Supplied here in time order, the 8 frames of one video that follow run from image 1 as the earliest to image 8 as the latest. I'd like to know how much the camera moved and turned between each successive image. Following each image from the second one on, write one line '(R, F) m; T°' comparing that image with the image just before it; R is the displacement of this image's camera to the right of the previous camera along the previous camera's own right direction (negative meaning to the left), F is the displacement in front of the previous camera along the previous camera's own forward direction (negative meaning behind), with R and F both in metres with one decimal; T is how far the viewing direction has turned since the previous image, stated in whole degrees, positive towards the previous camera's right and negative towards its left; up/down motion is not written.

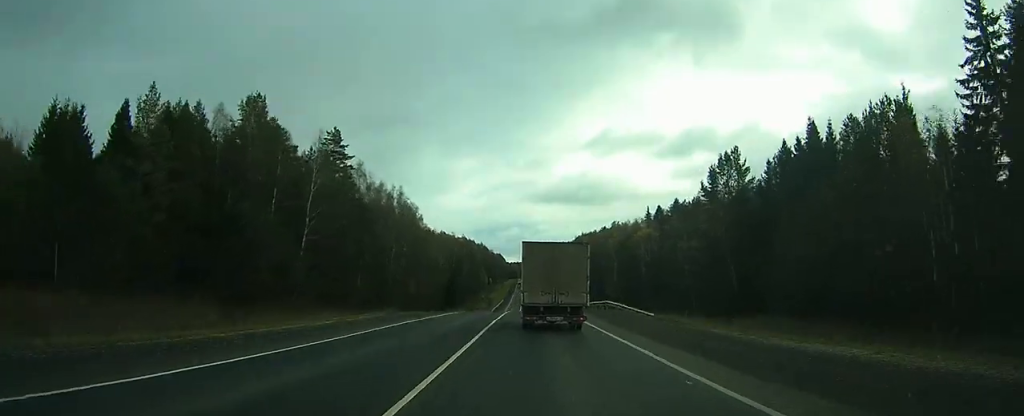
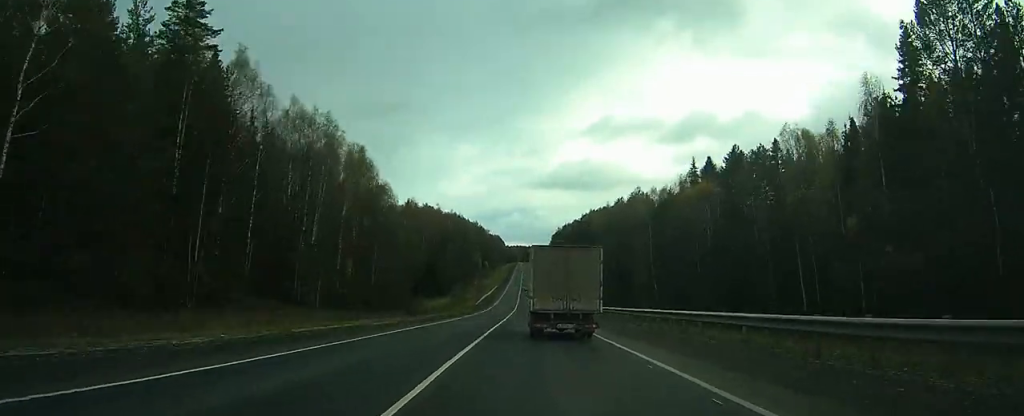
(0.0, +44.3) m; 0°
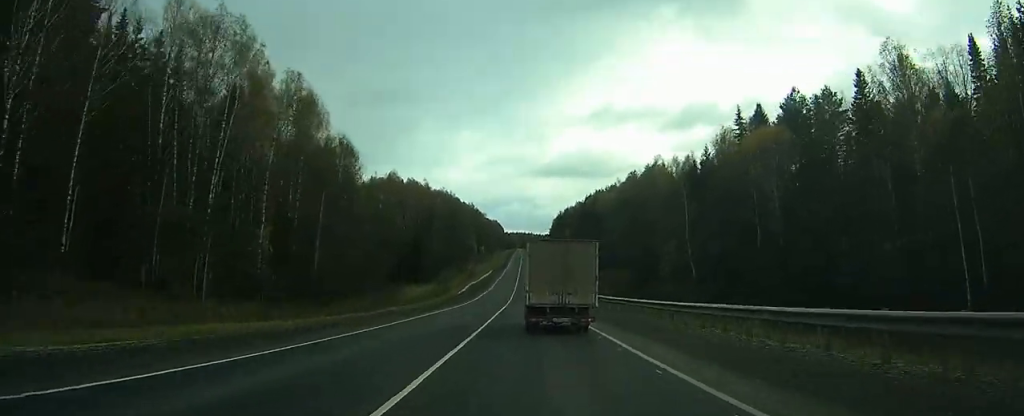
(0.0, +26.5) m; 0°
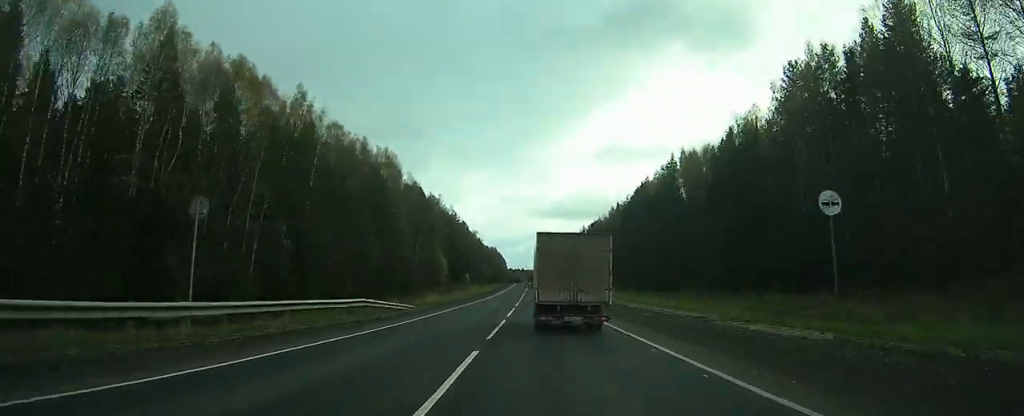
(-0.7, +110.1) m; 0°
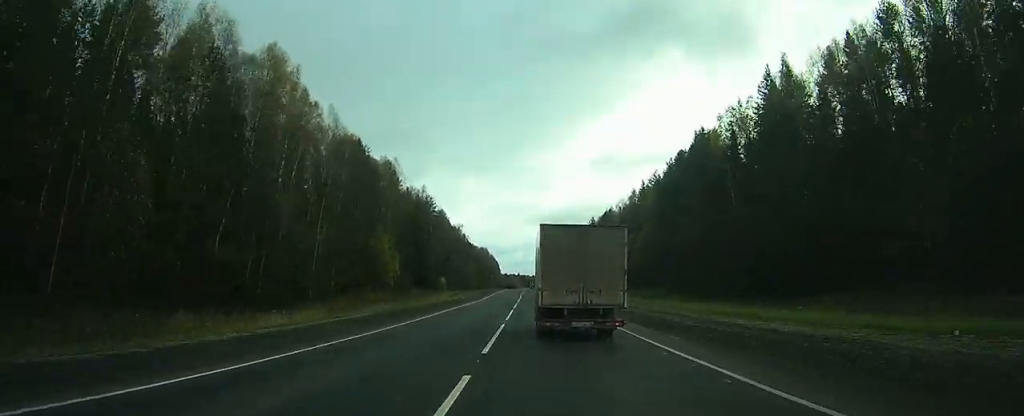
(+0.1, +48.1) m; 0°
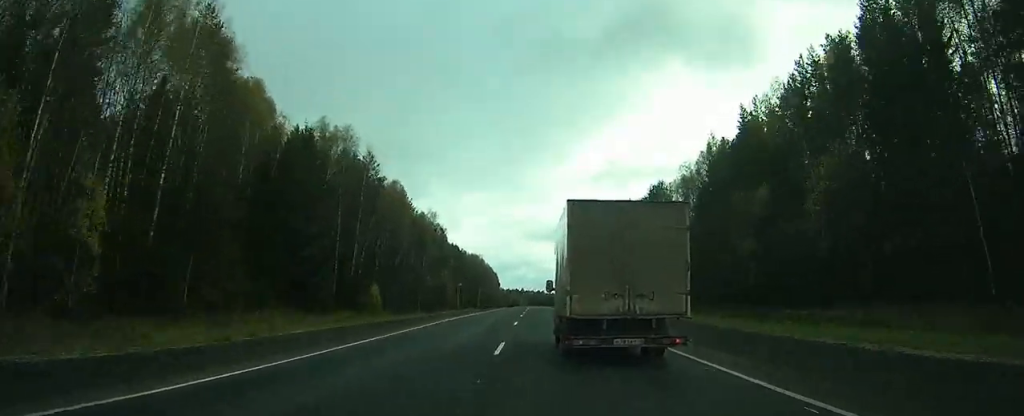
(+0.4, +67.0) m; 0°
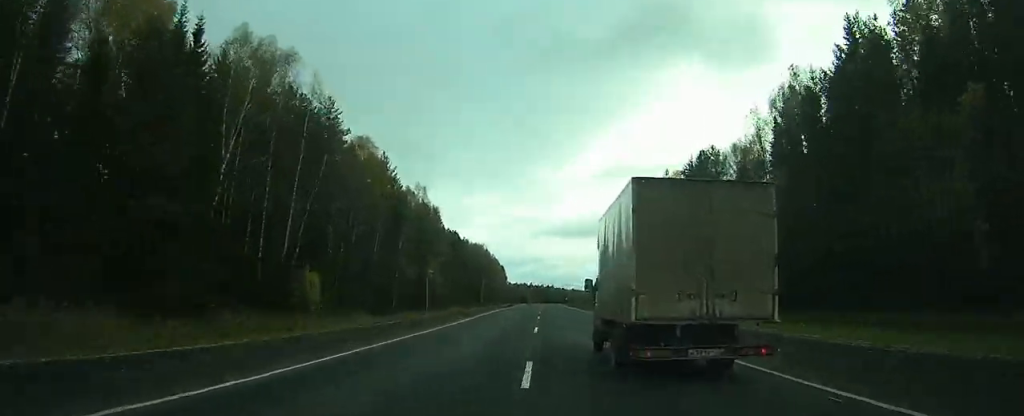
(0.0, +28.2) m; 0°
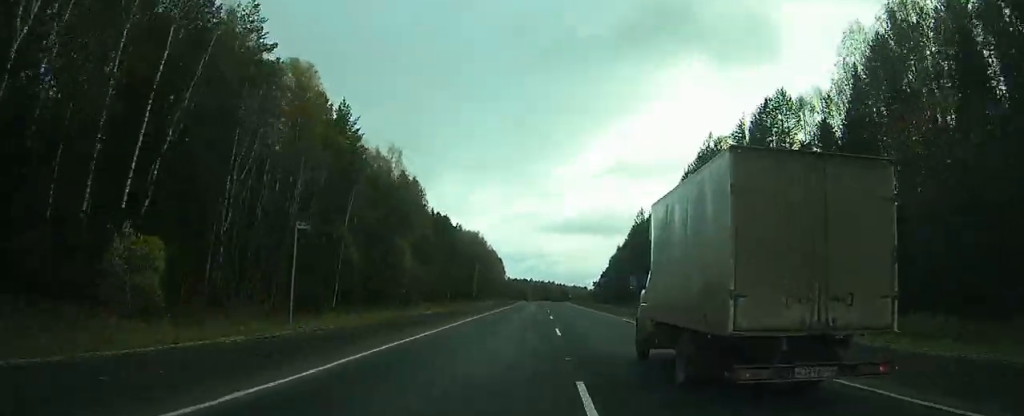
(-0.1, +28.2) m; 0°
